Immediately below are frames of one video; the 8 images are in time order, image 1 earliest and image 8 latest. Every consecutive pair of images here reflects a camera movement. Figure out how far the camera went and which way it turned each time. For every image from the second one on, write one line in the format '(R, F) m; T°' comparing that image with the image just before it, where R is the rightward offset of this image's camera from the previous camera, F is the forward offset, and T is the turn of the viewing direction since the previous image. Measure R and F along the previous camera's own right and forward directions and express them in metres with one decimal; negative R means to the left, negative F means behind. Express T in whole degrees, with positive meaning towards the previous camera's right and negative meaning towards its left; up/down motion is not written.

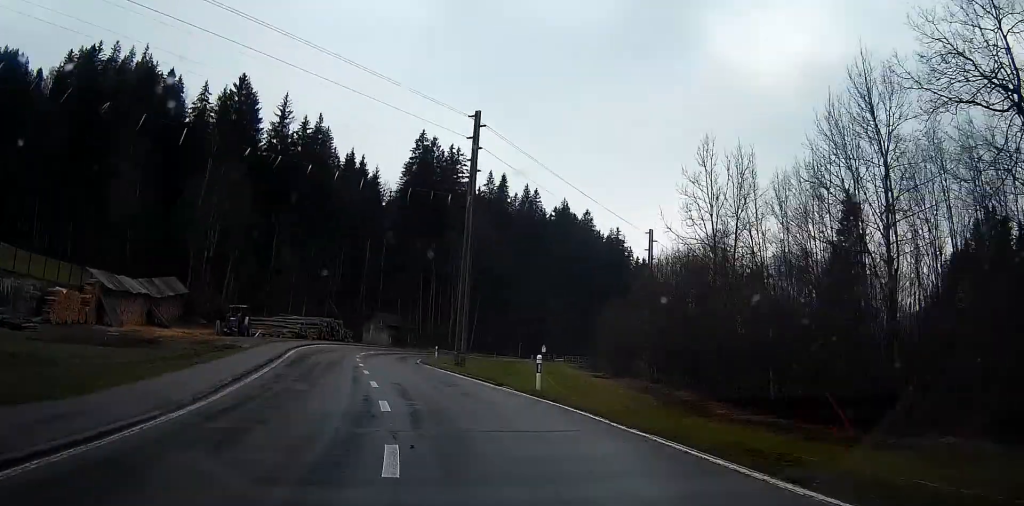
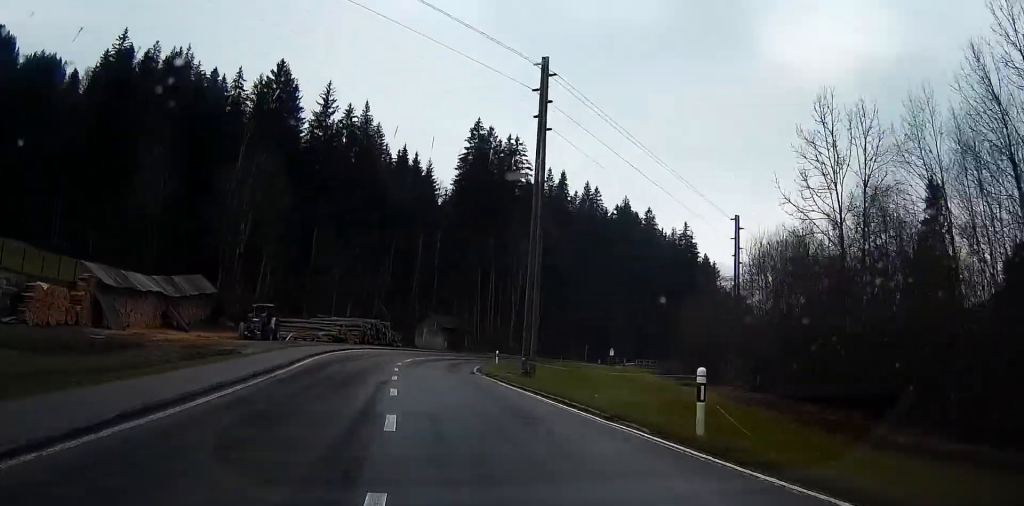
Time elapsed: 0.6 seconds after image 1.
(-0.6, +8.4) m; -4°
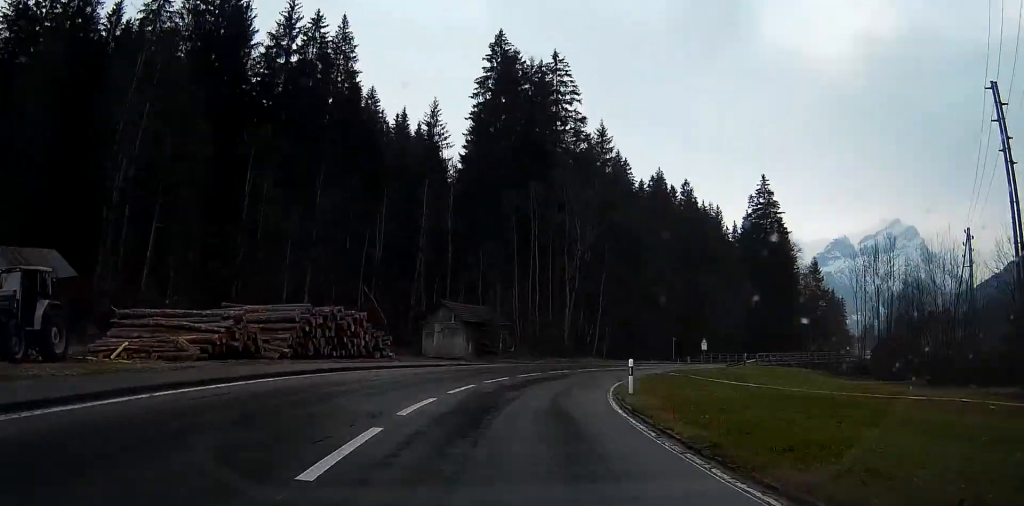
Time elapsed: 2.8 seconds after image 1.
(-2.8, +33.2) m; -1°
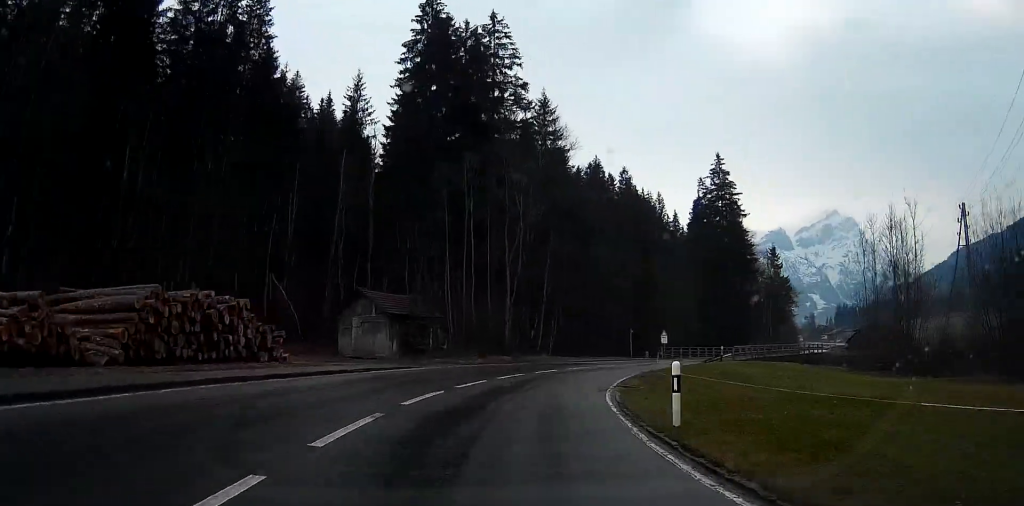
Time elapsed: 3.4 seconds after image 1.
(+0.5, +9.4) m; +5°
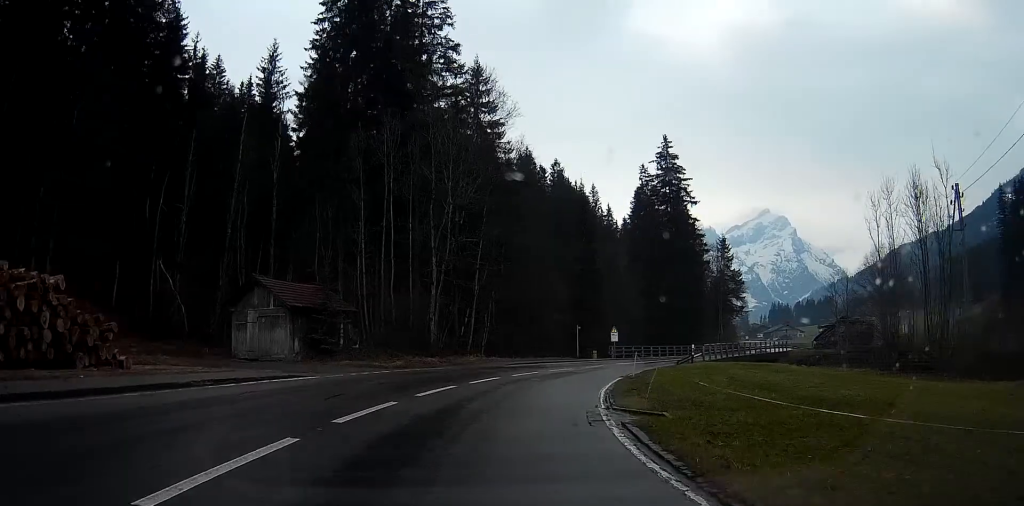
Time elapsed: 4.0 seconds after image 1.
(+0.4, +8.9) m; +6°
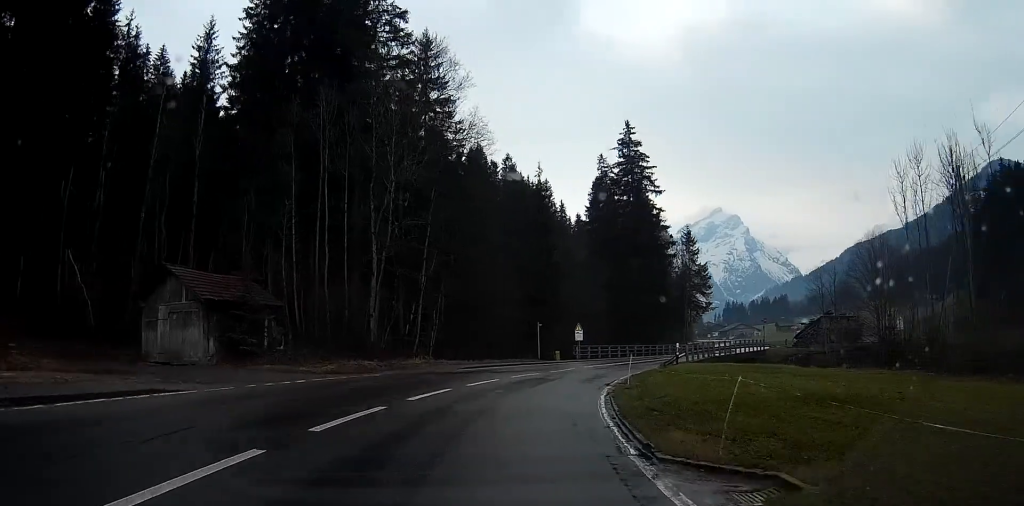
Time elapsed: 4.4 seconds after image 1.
(+0.4, +6.4) m; +3°
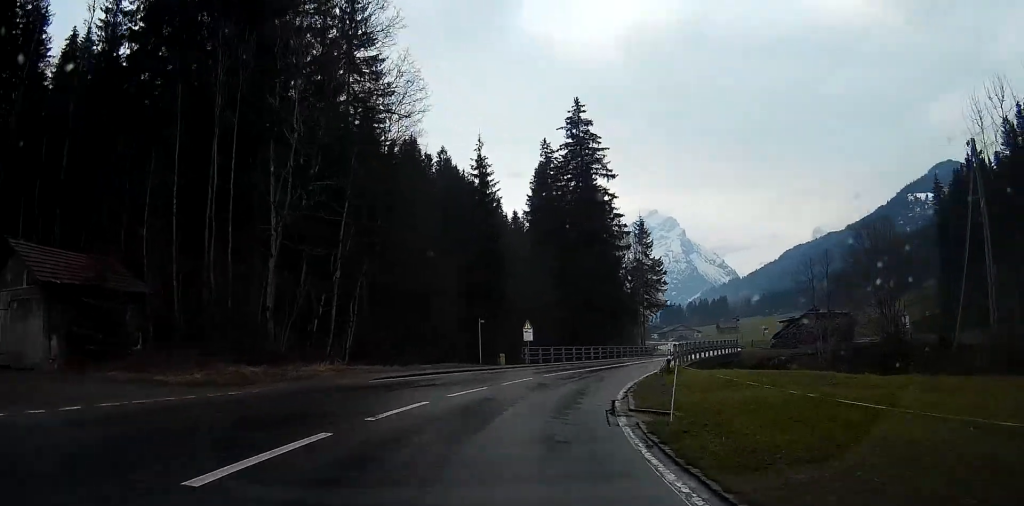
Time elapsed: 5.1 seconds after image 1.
(+0.2, +9.4) m; +5°
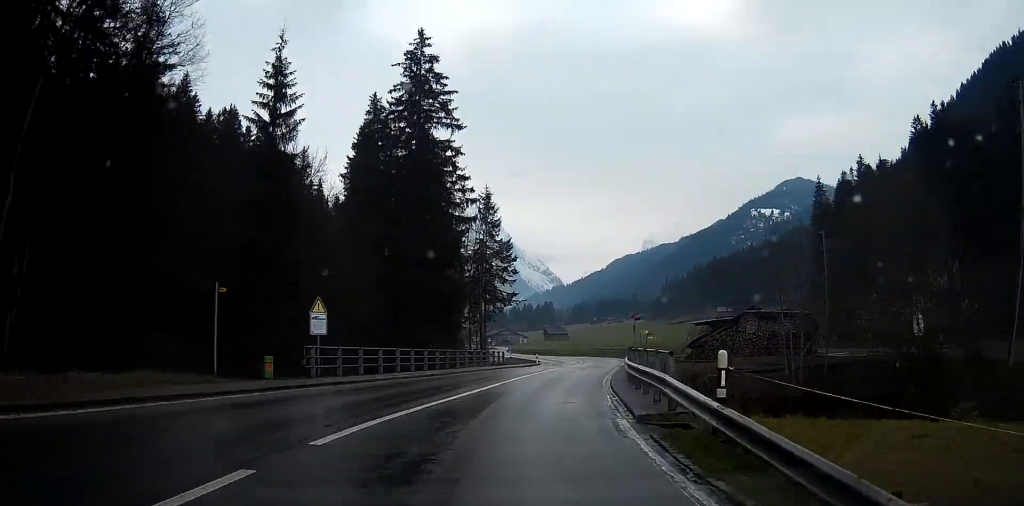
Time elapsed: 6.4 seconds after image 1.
(+2.3, +19.6) m; +14°
